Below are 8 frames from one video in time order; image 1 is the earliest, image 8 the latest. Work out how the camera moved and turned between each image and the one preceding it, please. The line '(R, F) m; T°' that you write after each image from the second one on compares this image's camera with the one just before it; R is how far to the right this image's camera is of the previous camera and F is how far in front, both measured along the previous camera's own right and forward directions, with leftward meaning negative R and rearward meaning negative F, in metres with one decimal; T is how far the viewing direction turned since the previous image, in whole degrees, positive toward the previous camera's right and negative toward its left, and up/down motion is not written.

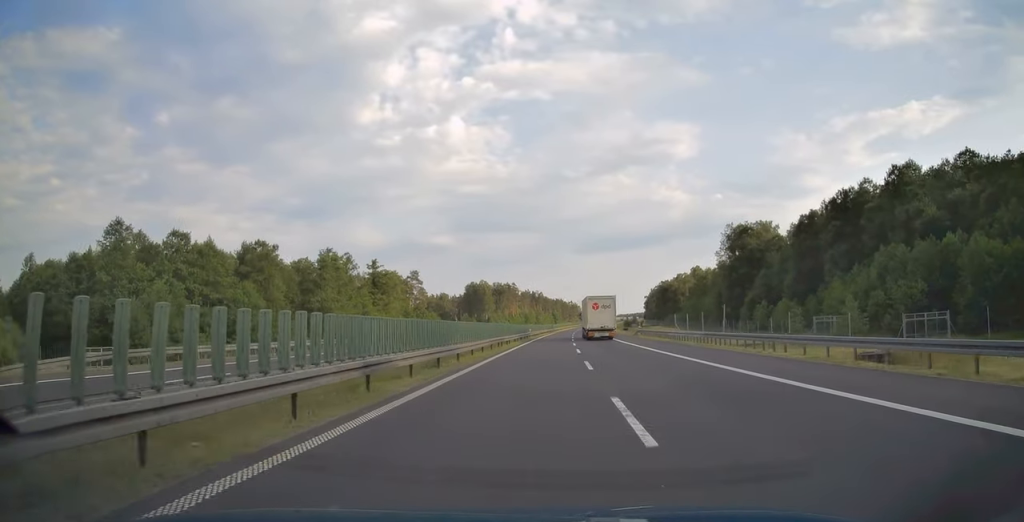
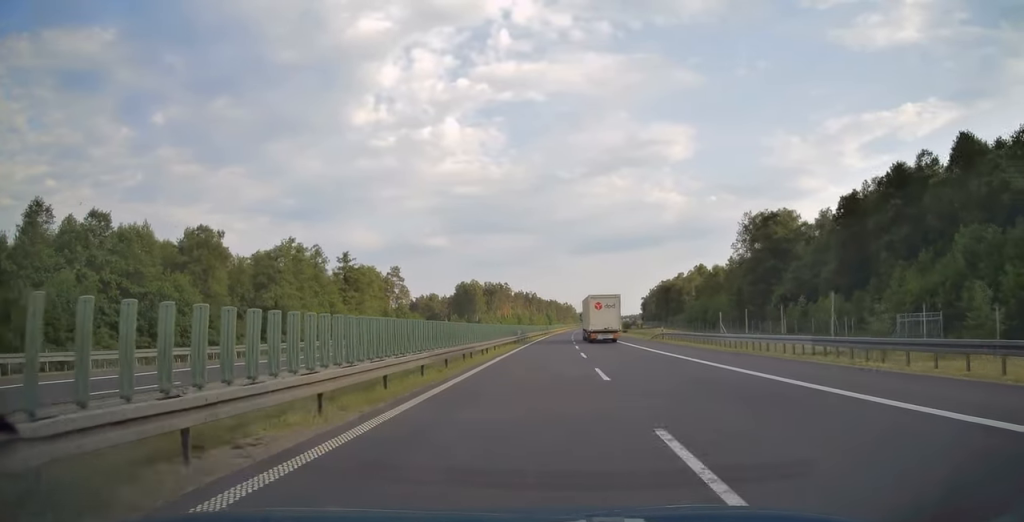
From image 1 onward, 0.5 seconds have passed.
(0.0, +15.4) m; 0°
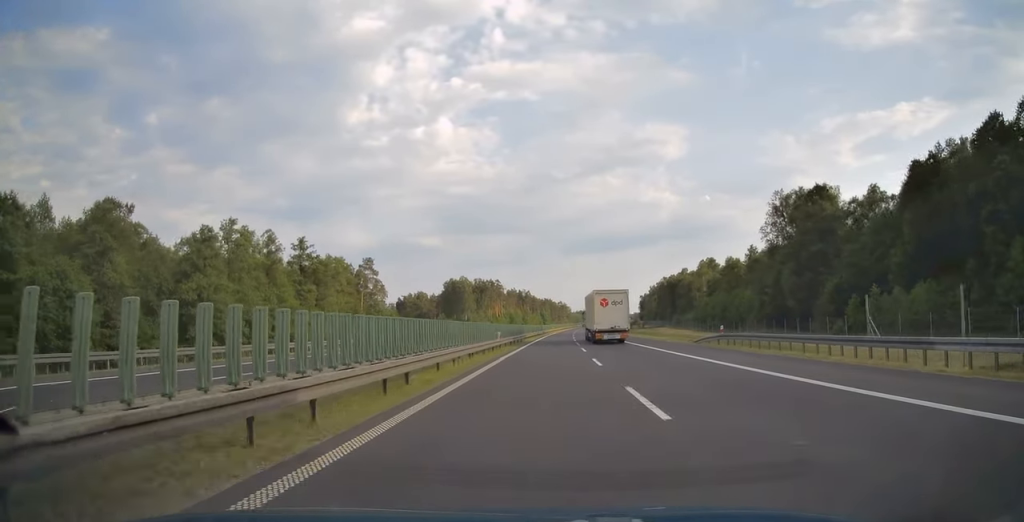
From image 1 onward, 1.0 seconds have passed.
(+0.1, +18.8) m; +1°
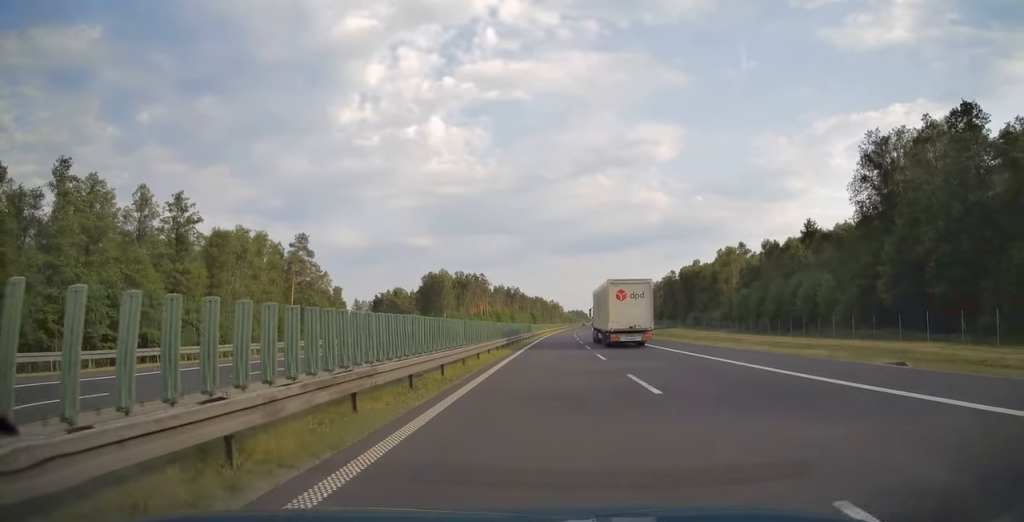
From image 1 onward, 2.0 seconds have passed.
(+0.3, +33.1) m; +1°
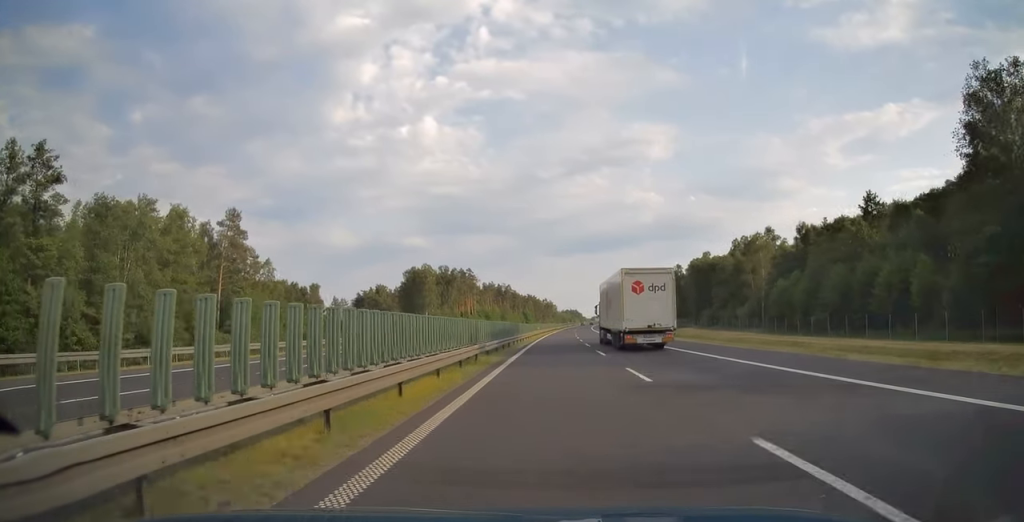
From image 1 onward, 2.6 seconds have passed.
(+0.1, +21.7) m; +1°
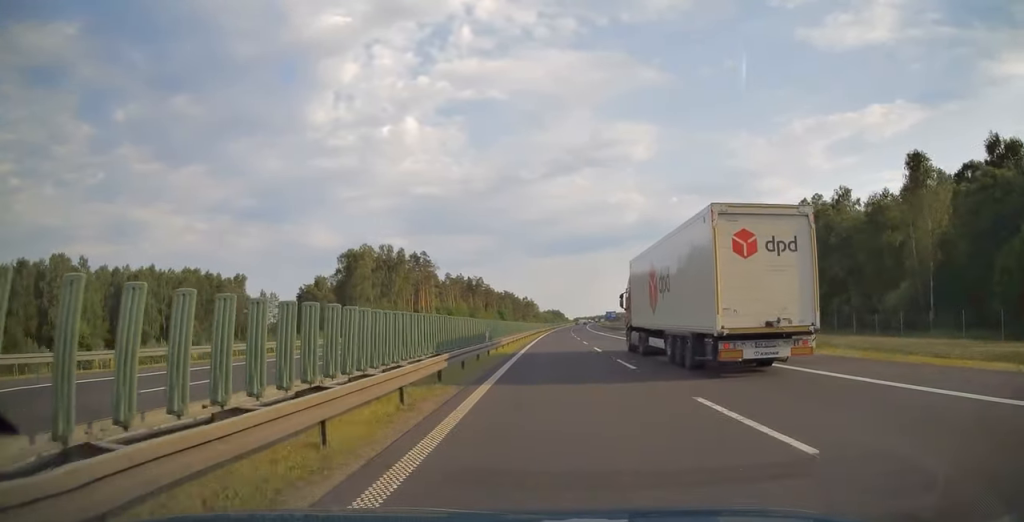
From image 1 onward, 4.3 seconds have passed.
(+0.8, +56.9) m; +2°
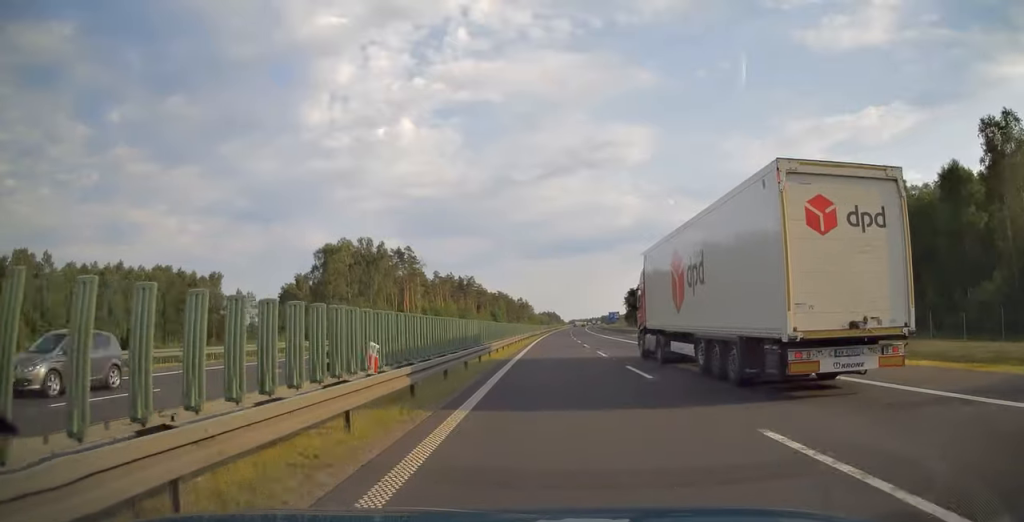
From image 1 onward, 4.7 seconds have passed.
(+0.1, +15.3) m; 0°
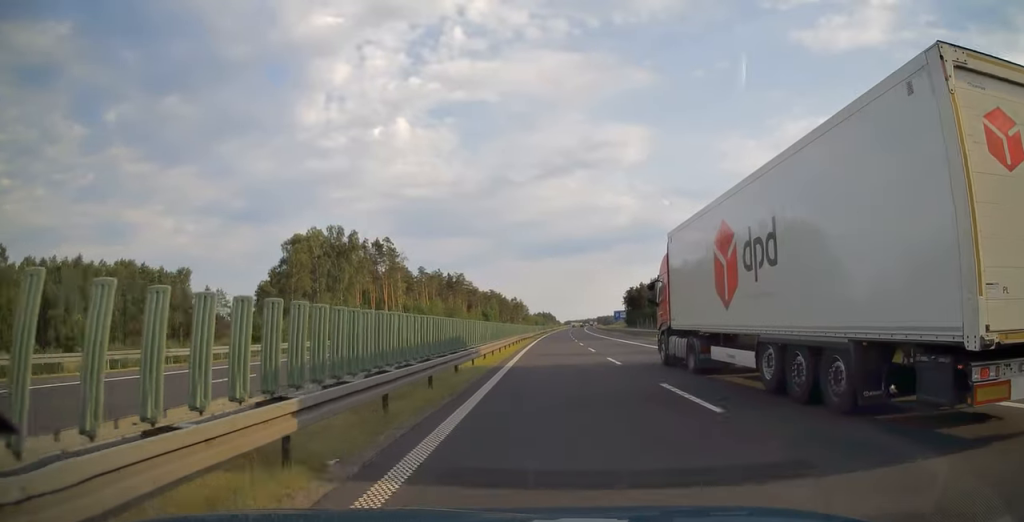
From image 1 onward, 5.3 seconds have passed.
(0.0, +18.1) m; +1°
